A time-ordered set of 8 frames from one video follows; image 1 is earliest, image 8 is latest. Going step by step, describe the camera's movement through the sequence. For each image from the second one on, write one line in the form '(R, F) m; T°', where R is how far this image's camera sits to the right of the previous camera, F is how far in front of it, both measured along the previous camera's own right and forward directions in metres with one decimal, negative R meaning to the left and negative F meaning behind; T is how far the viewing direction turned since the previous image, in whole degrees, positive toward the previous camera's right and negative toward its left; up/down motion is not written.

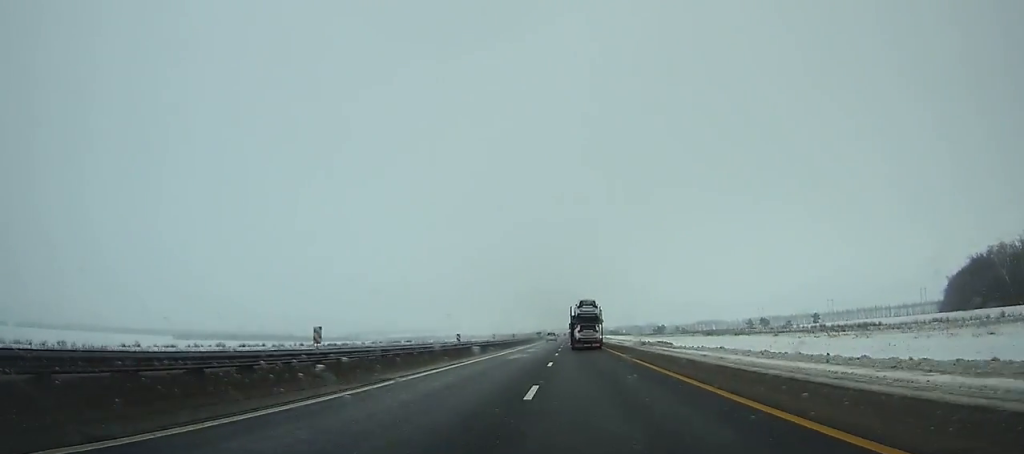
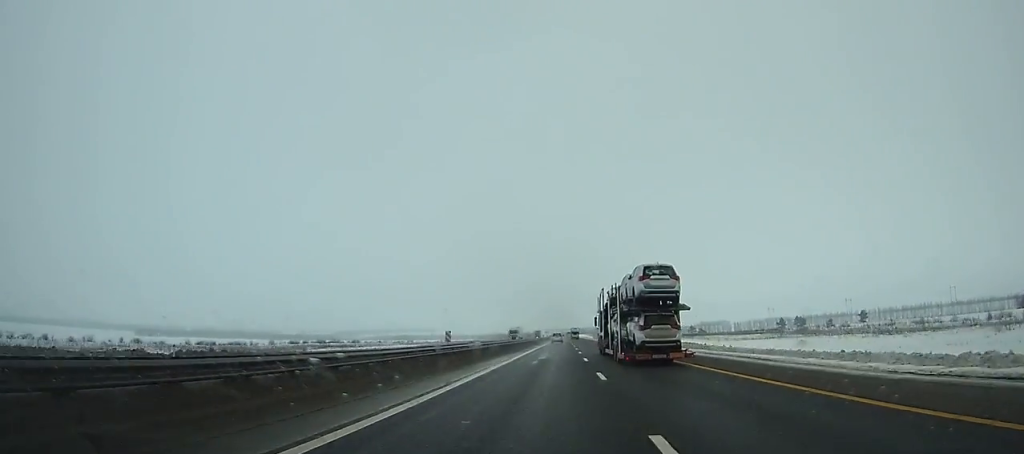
(-0.1, +77.6) m; 0°
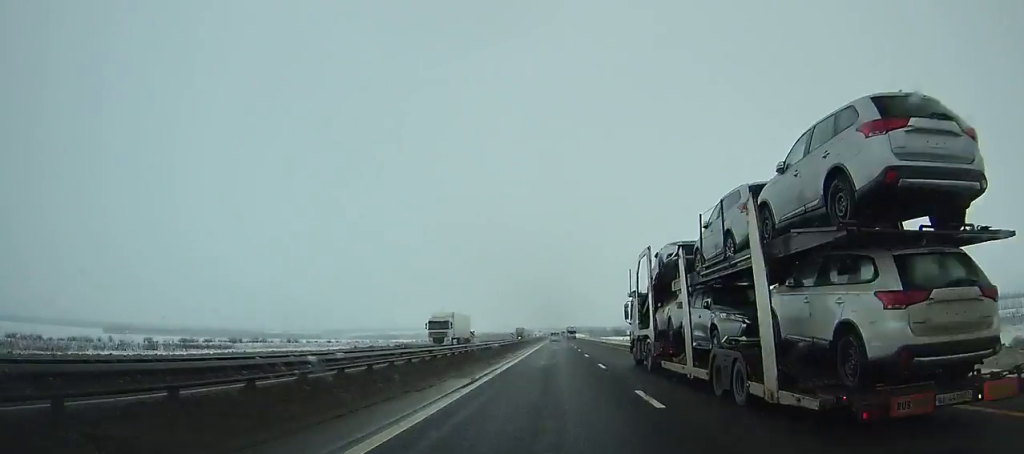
(+0.2, +53.0) m; 0°
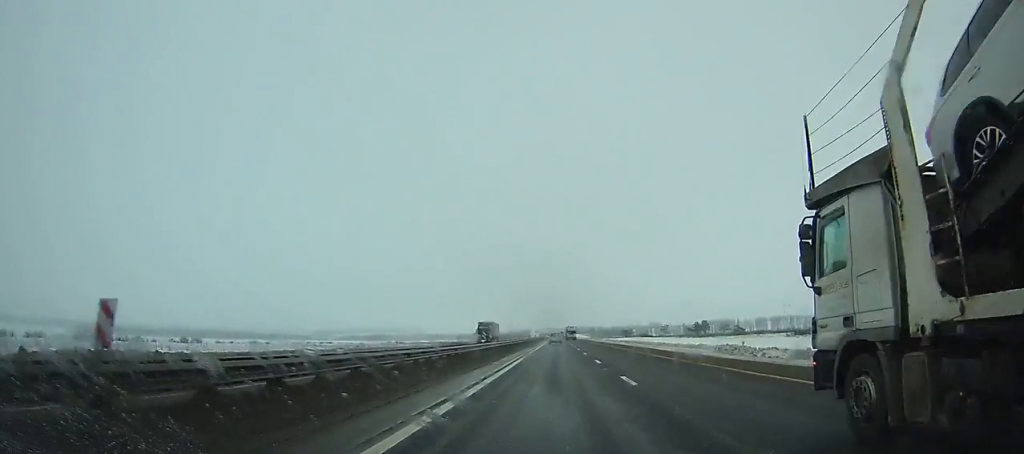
(+0.1, +53.0) m; 0°
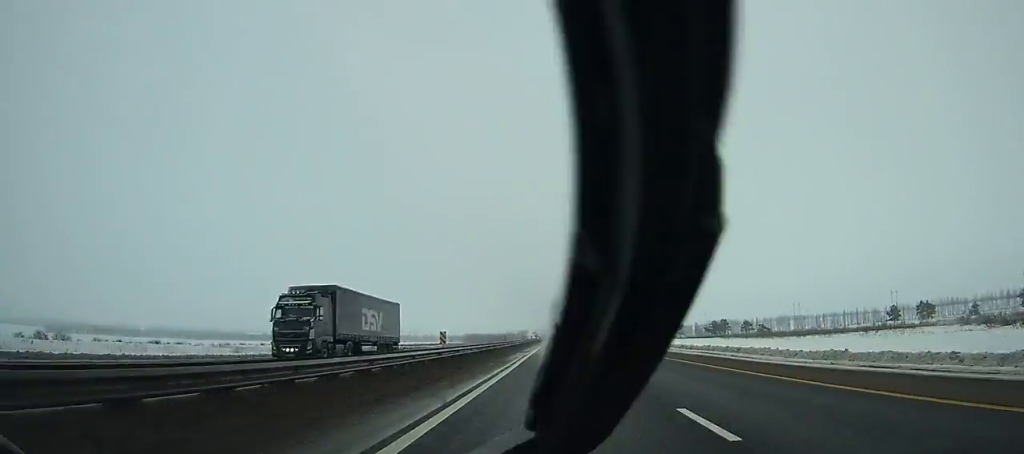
(+0.1, +43.8) m; 0°
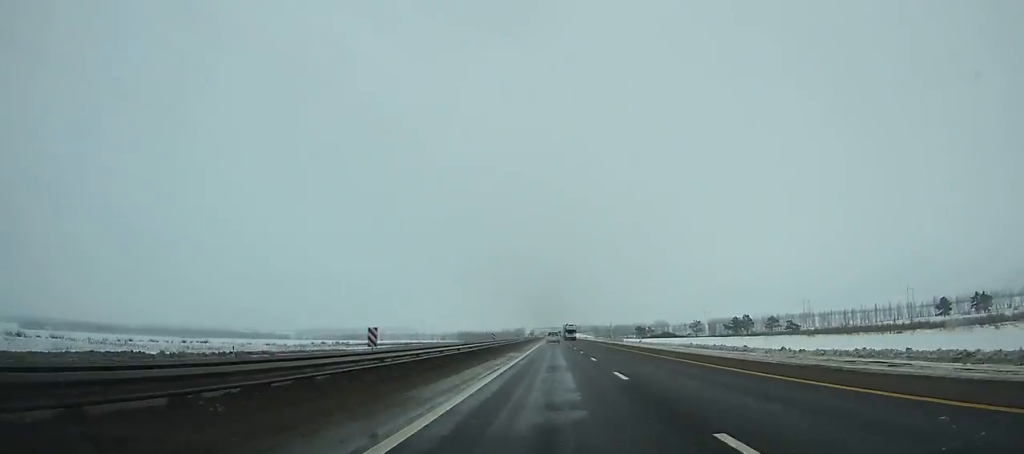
(+0.1, +37.6) m; 0°
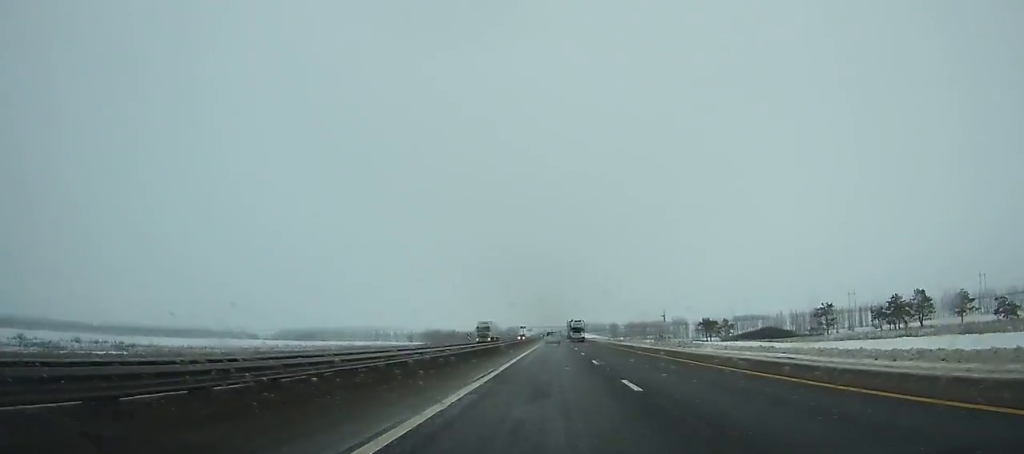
(-0.1, +132.4) m; 0°
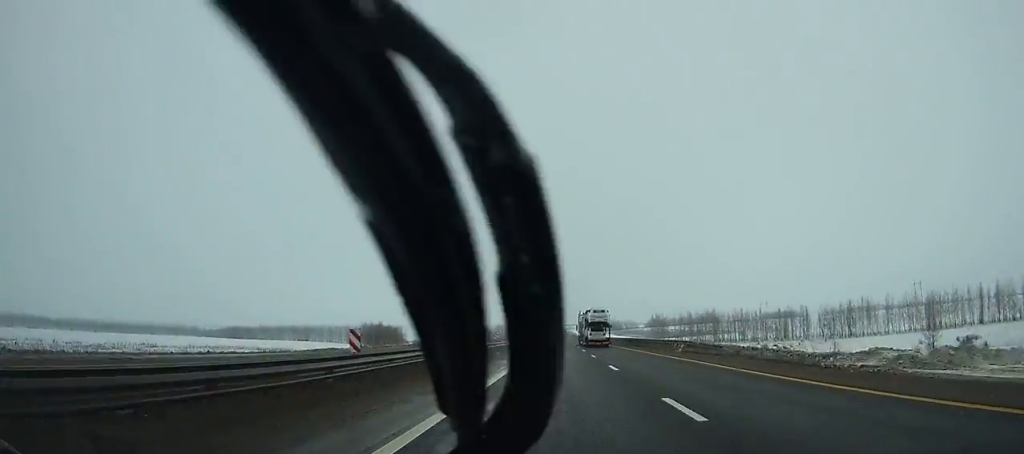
(-0.6, +133.2) m; 0°
